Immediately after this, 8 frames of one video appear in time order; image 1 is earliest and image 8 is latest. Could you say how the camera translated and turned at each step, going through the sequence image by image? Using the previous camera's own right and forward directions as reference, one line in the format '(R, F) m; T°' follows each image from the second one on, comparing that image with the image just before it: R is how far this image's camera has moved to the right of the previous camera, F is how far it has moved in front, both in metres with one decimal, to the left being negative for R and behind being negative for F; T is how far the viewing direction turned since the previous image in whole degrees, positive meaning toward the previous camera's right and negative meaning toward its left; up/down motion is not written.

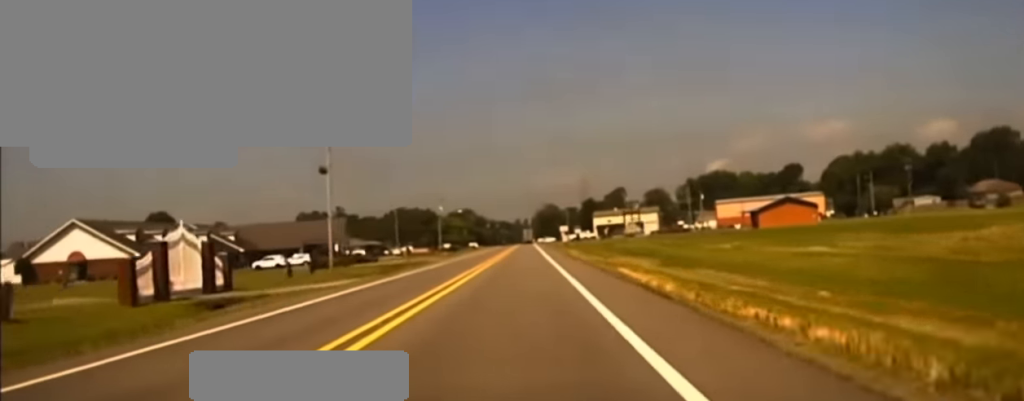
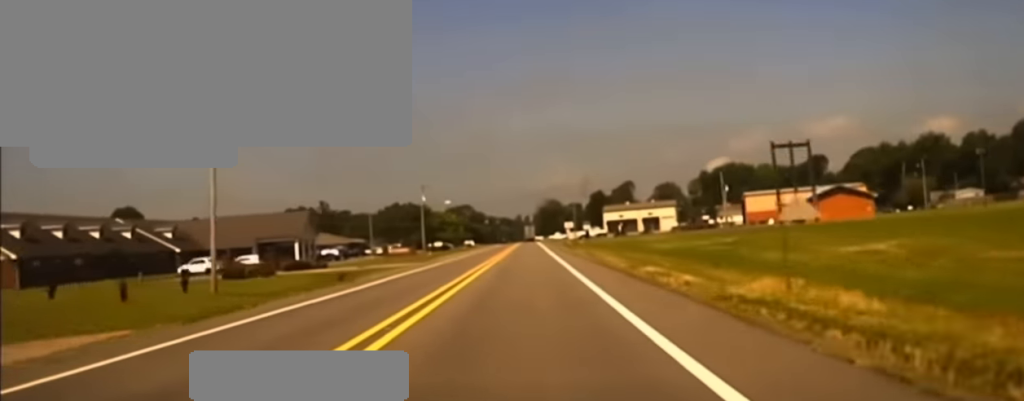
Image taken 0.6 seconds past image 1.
(+0.2, +31.4) m; 0°
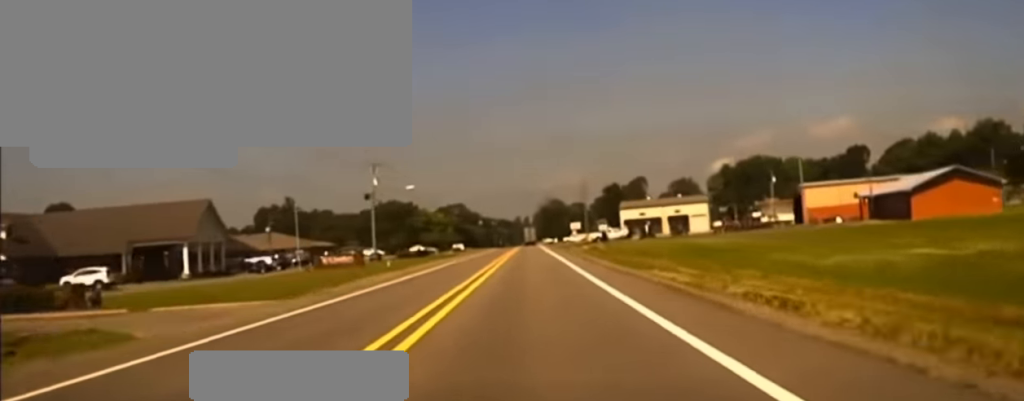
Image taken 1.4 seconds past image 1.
(-0.2, +41.2) m; -1°
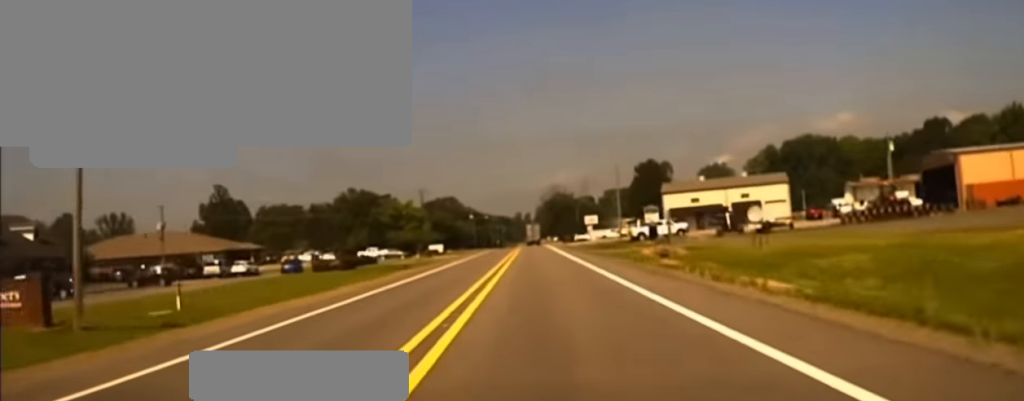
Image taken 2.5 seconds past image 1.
(-0.5, +48.5) m; -1°
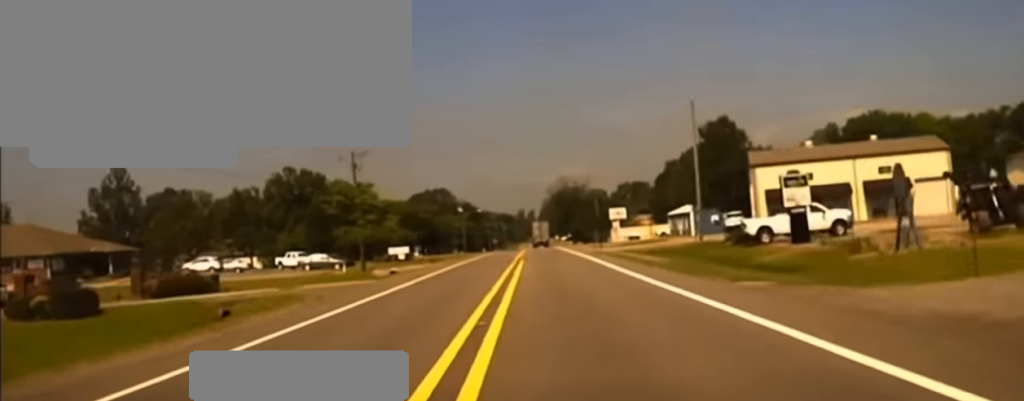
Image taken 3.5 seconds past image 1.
(0.0, +36.2) m; 0°
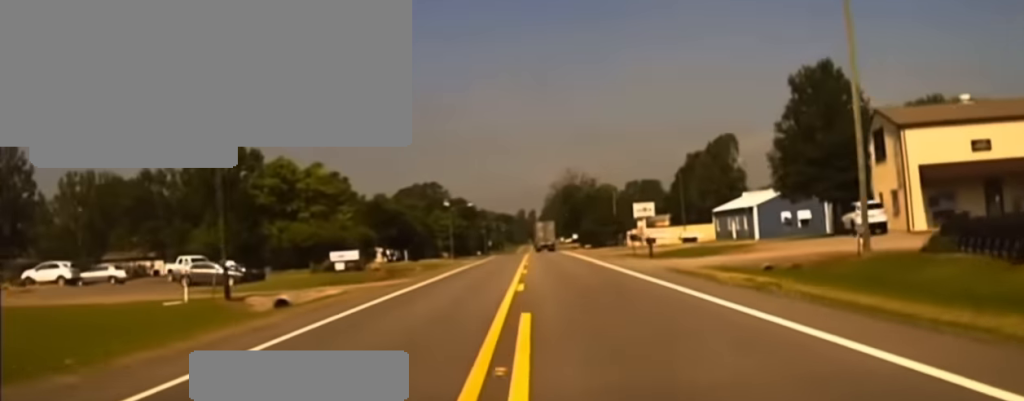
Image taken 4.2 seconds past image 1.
(0.0, +24.1) m; 0°
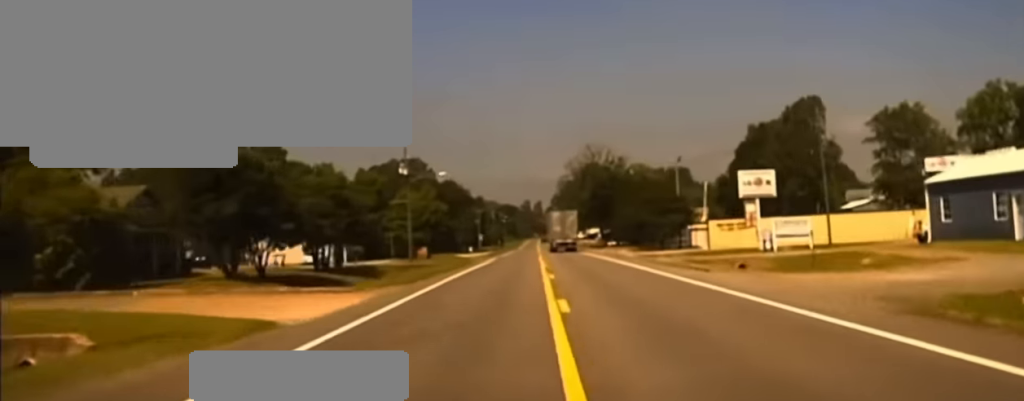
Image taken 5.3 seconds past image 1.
(0.0, +50.4) m; 0°
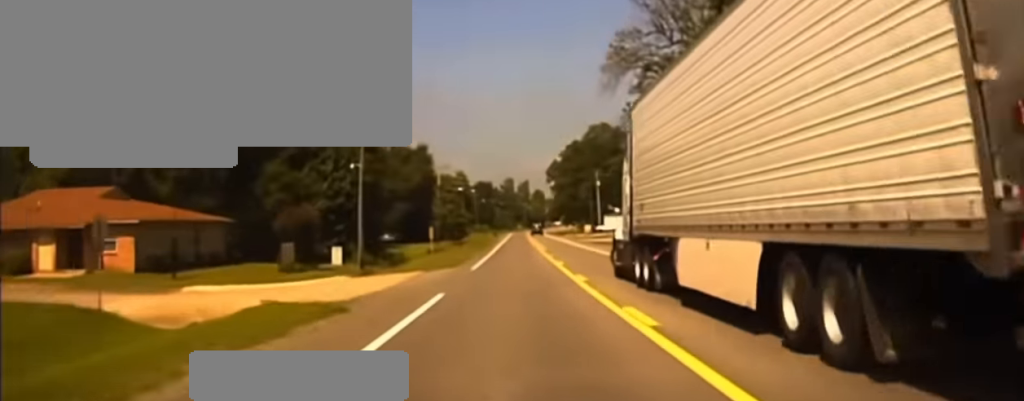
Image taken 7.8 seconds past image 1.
(+2.0, +149.7) m; +2°
